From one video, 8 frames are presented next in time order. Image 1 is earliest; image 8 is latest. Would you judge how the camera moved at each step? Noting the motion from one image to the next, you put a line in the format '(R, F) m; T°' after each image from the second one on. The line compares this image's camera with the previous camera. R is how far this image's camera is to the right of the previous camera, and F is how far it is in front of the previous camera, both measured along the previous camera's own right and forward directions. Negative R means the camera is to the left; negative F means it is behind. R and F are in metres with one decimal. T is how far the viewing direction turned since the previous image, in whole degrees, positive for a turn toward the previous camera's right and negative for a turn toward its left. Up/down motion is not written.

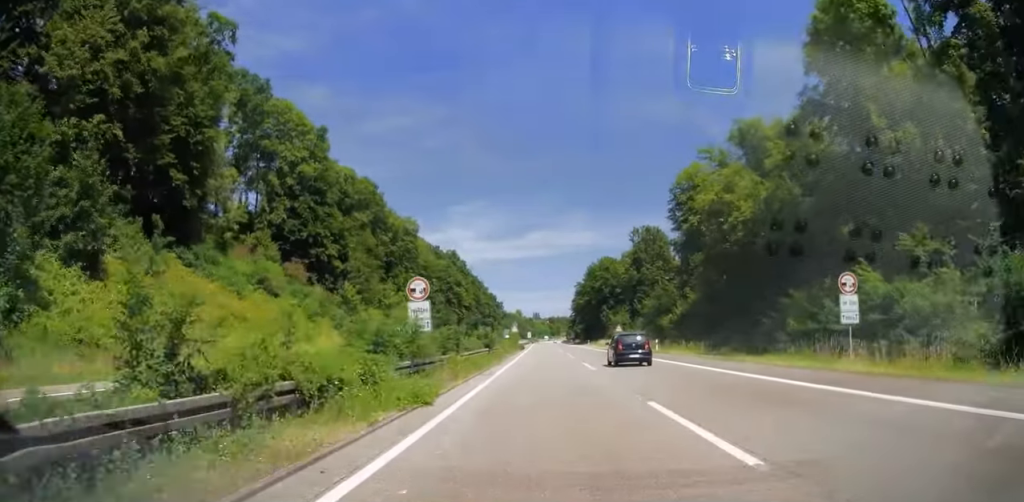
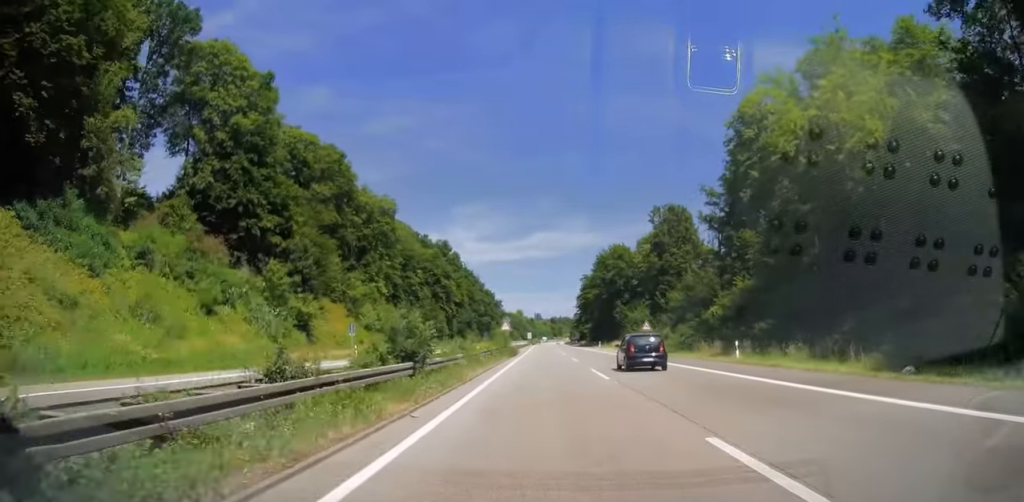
(0.0, +22.3) m; 0°
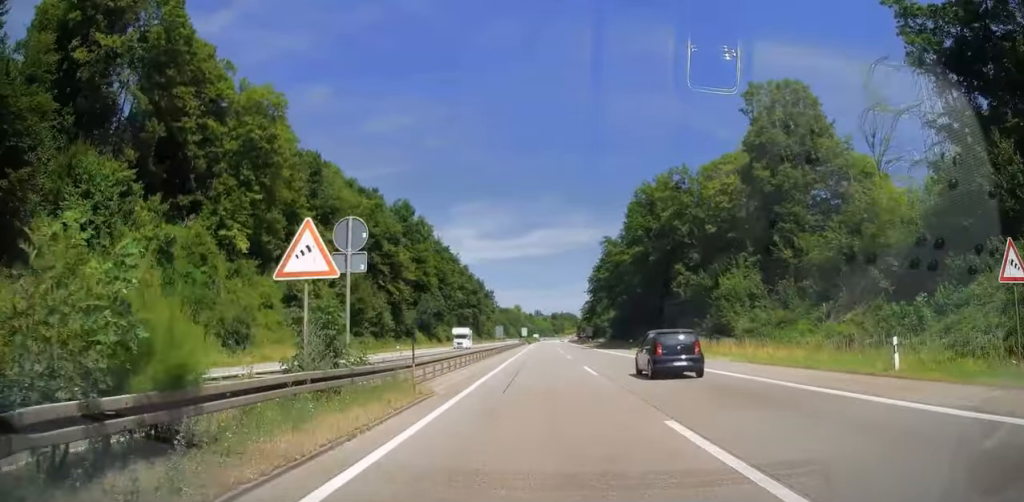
(-0.3, +52.7) m; 0°
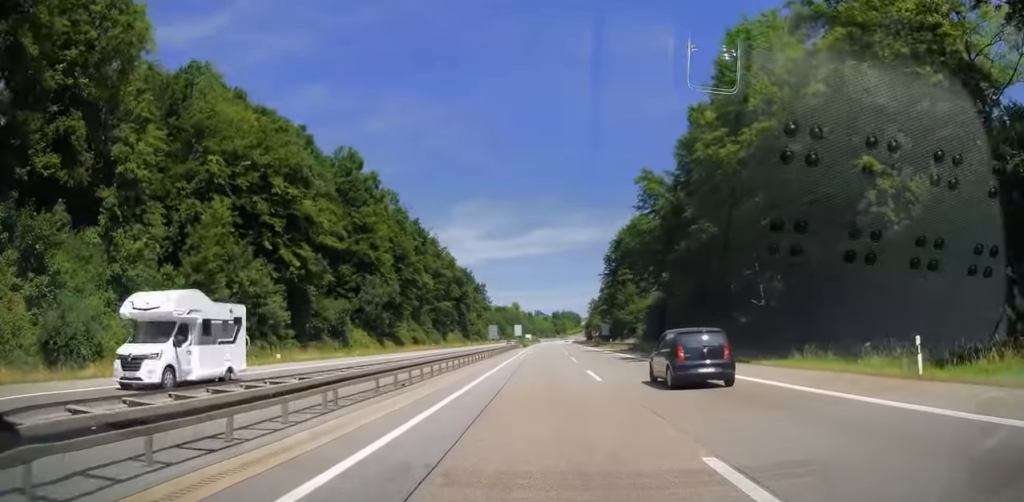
(0.0, +38.7) m; 0°
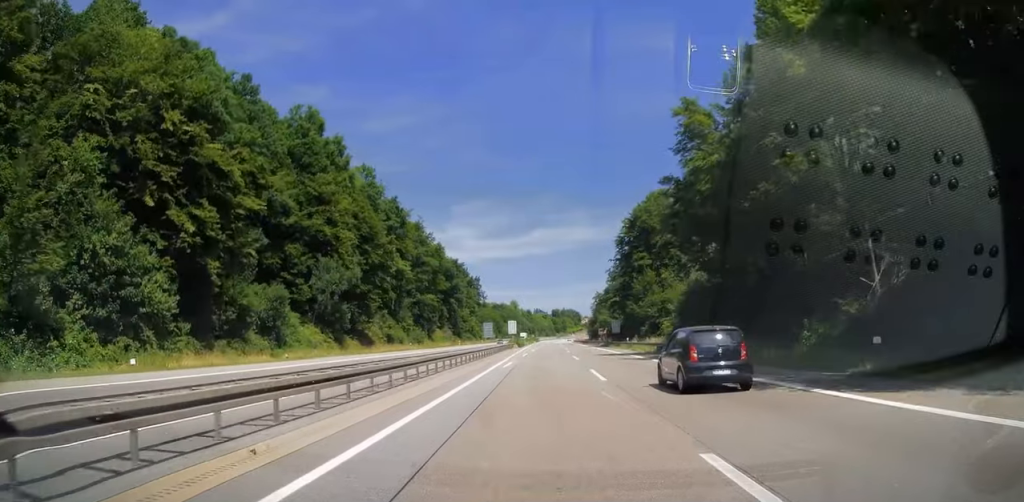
(0.0, +18.1) m; 0°
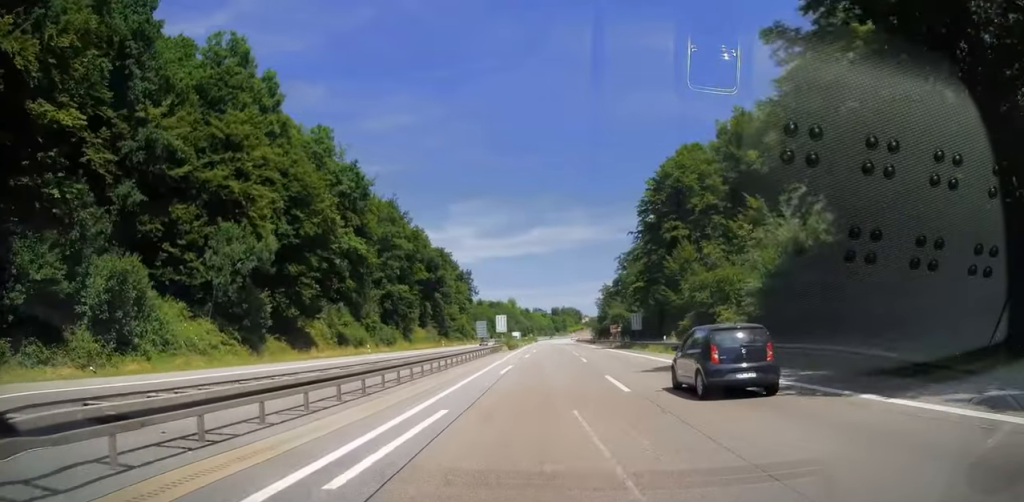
(0.0, +22.2) m; 0°
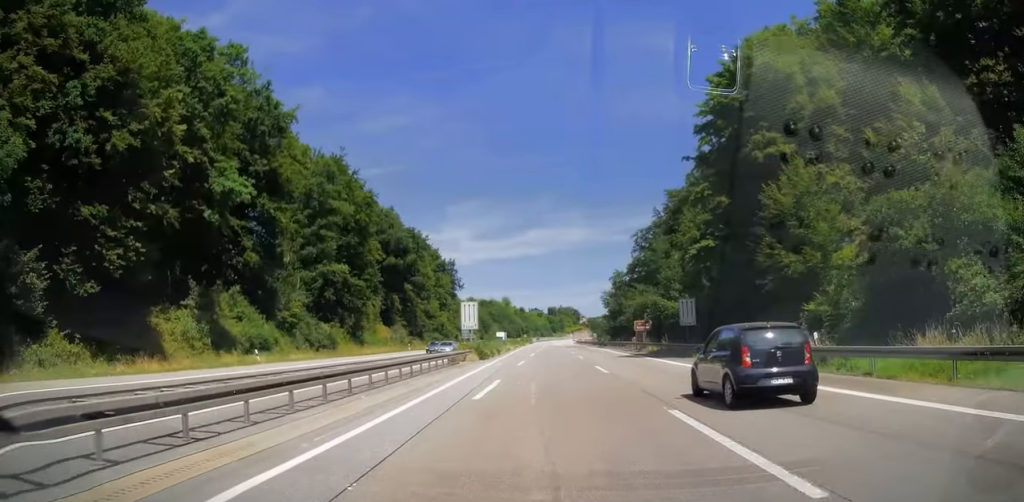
(0.0, +27.9) m; 0°
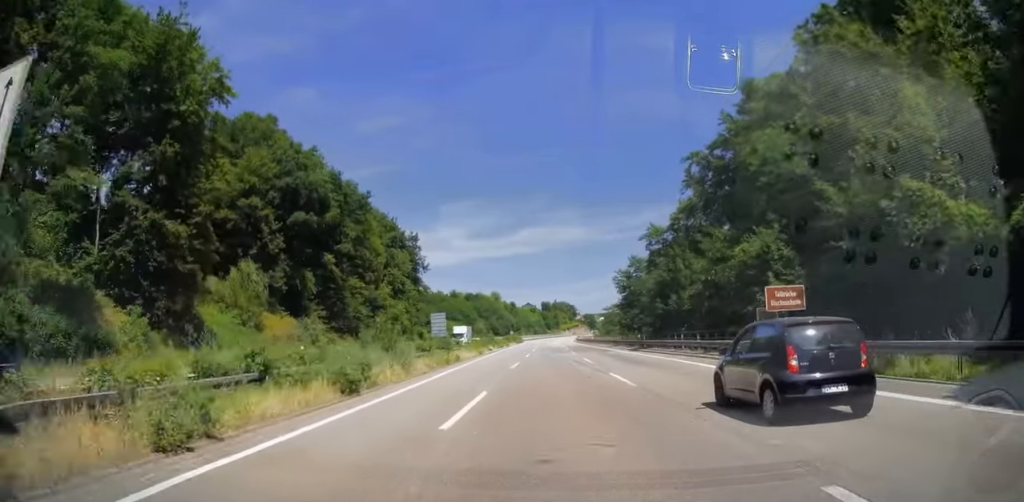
(+0.1, +40.9) m; 0°
